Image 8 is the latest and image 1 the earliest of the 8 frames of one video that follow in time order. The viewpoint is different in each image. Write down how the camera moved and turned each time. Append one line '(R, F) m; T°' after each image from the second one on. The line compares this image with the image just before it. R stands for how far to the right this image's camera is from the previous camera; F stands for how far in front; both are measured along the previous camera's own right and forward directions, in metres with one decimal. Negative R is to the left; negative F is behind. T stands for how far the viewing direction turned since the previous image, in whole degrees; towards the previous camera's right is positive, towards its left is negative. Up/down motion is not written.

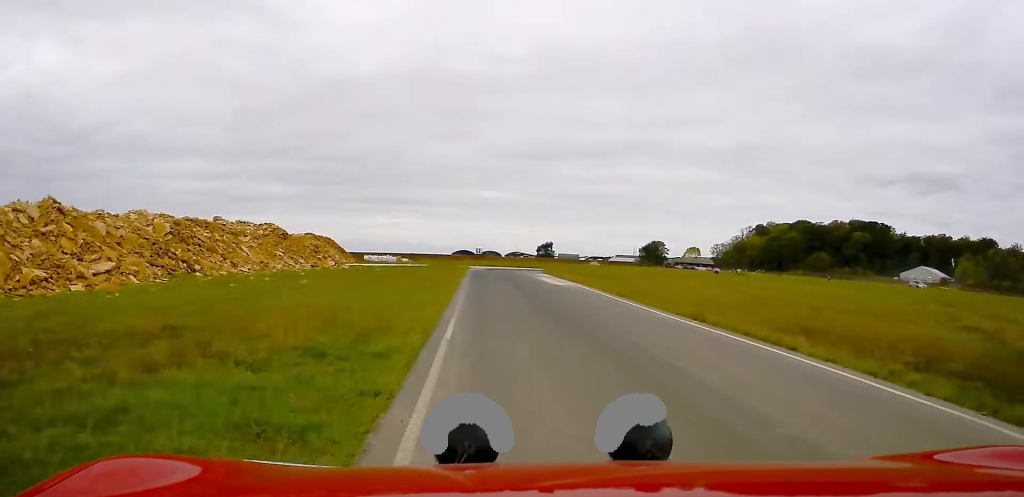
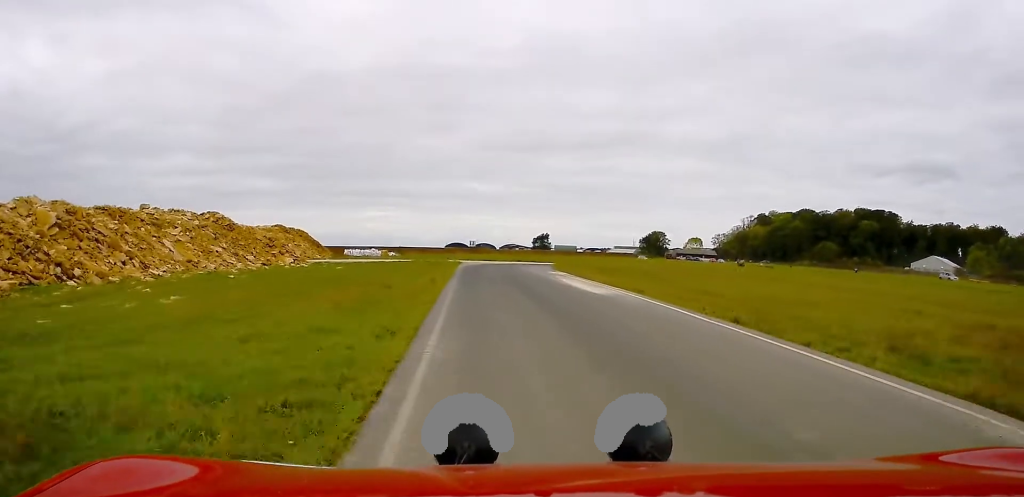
(0.0, +11.8) m; 0°
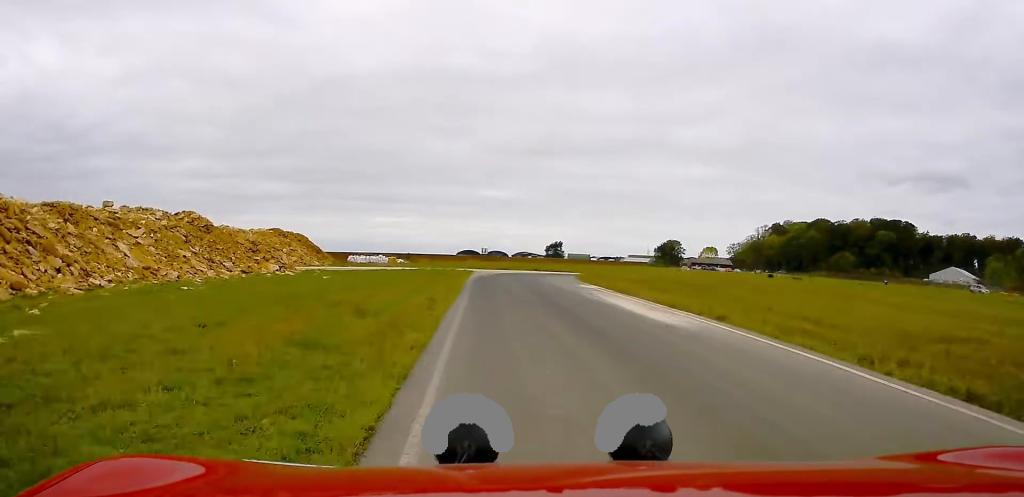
(0.0, +6.8) m; 0°
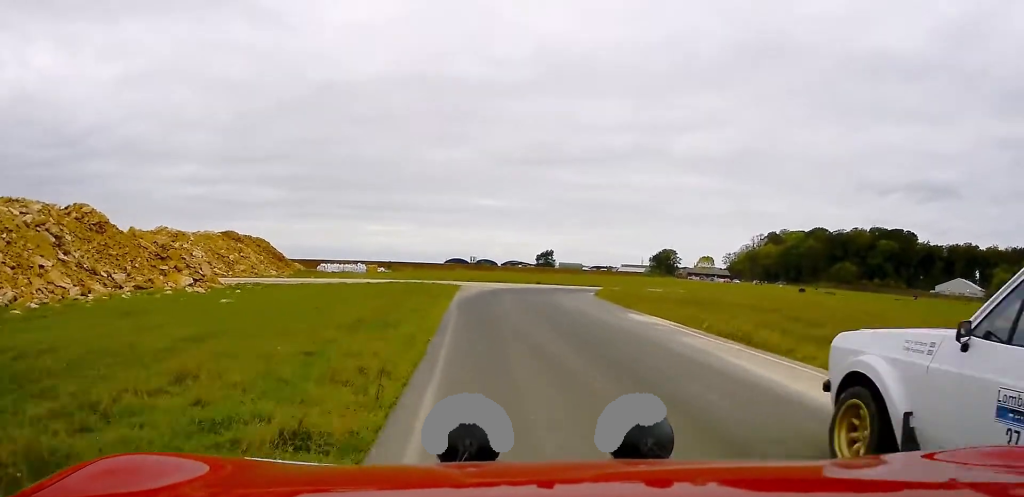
(0.0, +13.2) m; -1°
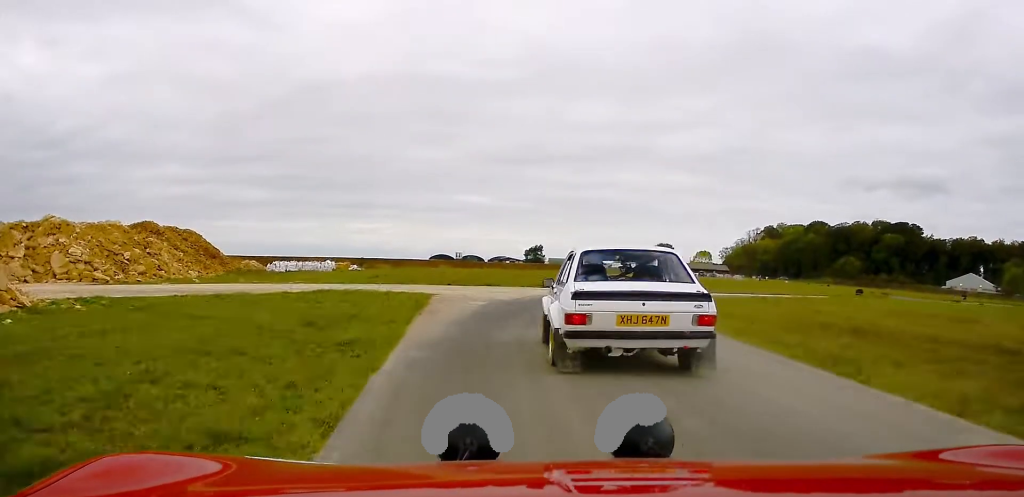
(-0.3, +16.0) m; +4°
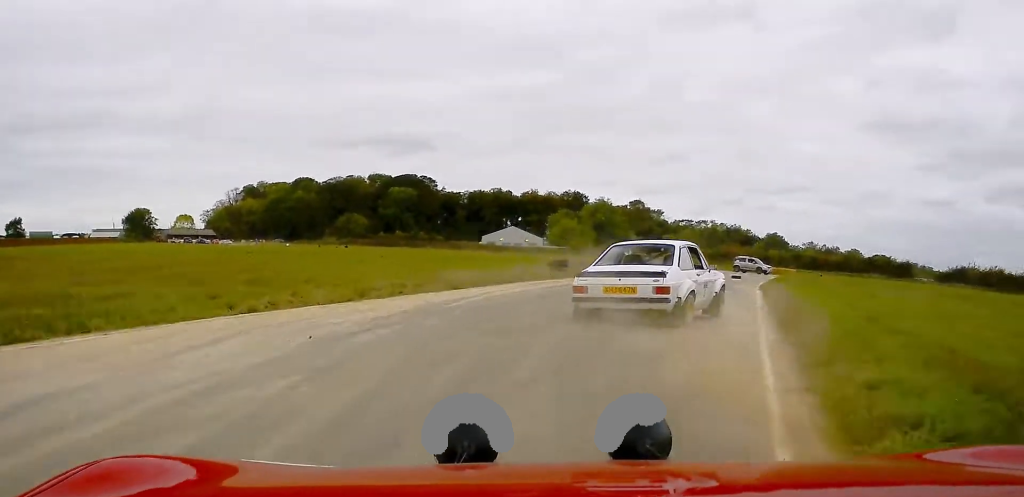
(+10.6, +33.9) m; +37°
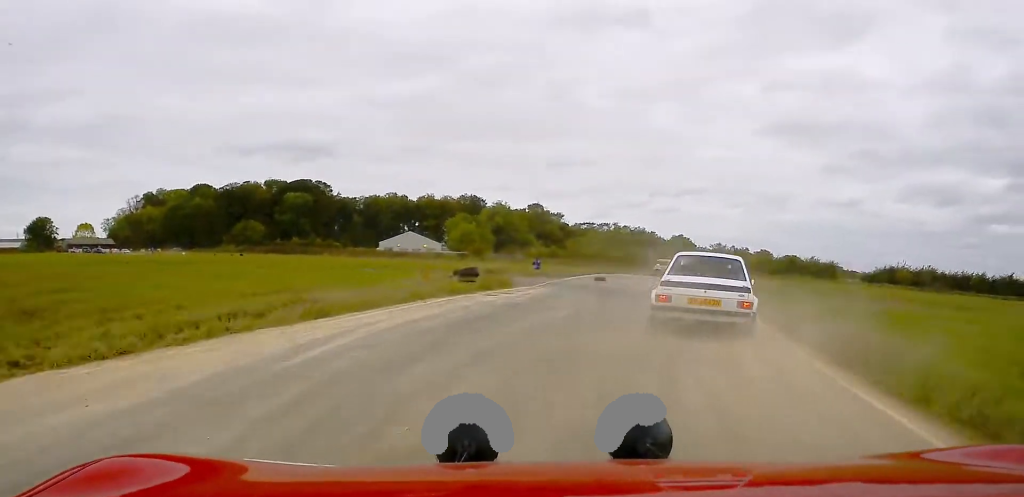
(+0.9, +6.3) m; +5°
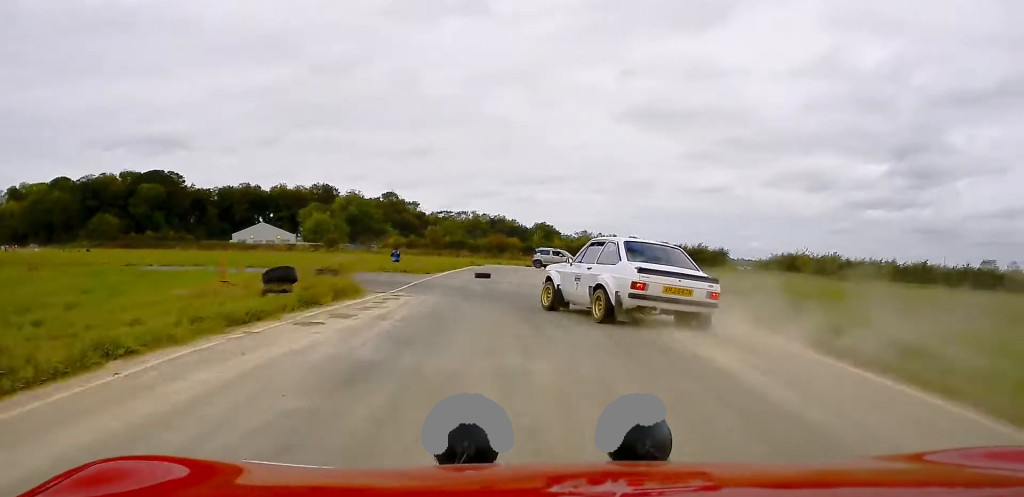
(+0.8, +9.8) m; +5°
